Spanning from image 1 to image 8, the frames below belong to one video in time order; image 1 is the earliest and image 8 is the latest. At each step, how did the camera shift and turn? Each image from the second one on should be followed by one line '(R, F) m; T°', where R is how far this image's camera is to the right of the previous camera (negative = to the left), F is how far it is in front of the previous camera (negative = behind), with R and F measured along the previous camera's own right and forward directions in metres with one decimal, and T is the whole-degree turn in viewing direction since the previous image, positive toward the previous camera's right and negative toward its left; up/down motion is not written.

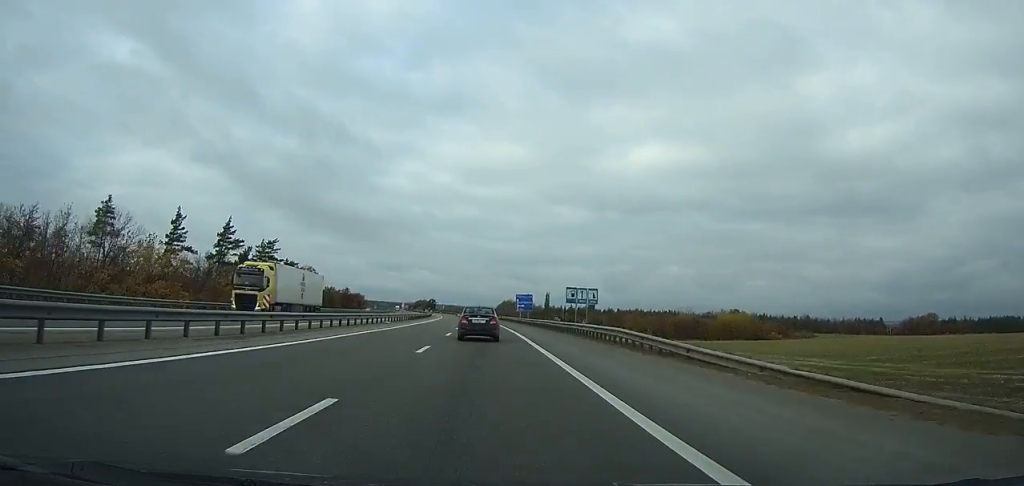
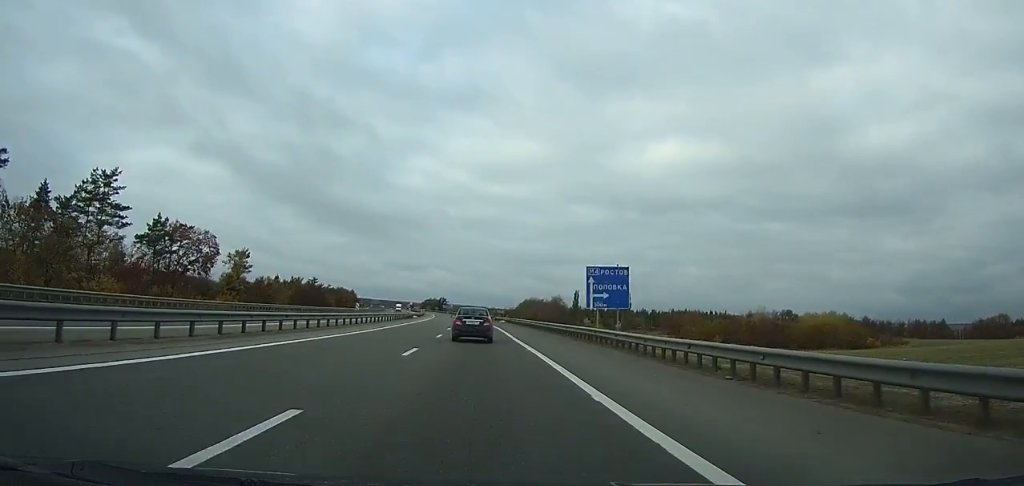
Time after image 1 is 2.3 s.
(-0.5, +61.5) m; -2°
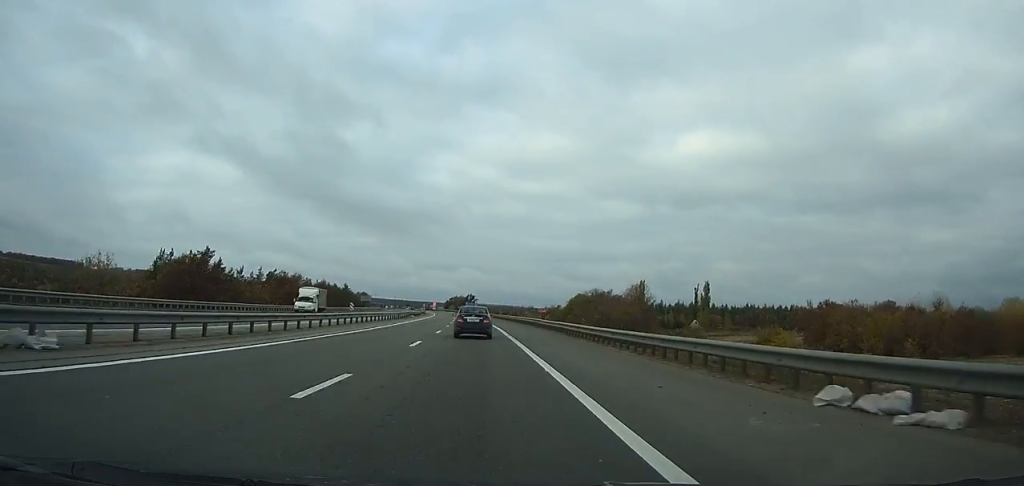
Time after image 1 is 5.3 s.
(-1.7, +81.6) m; -3°
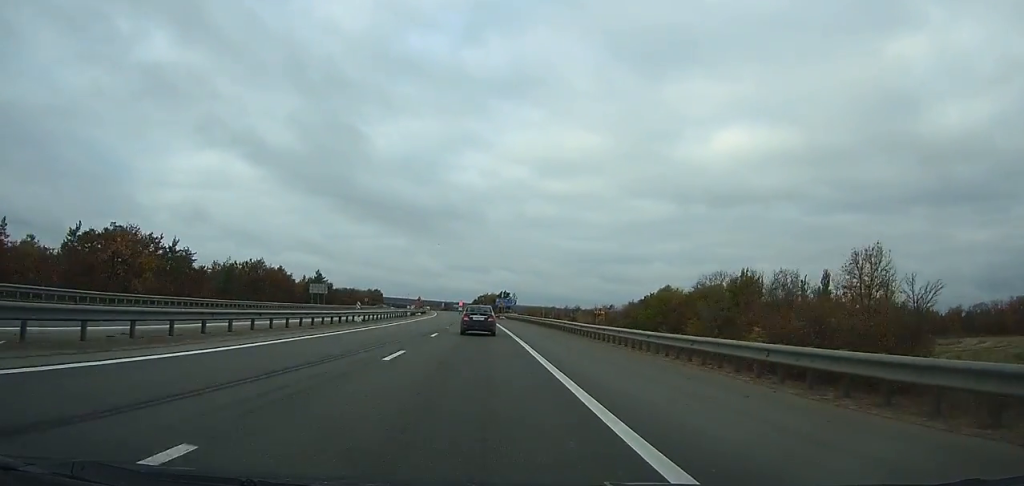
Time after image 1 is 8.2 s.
(-2.2, +80.0) m; -3°
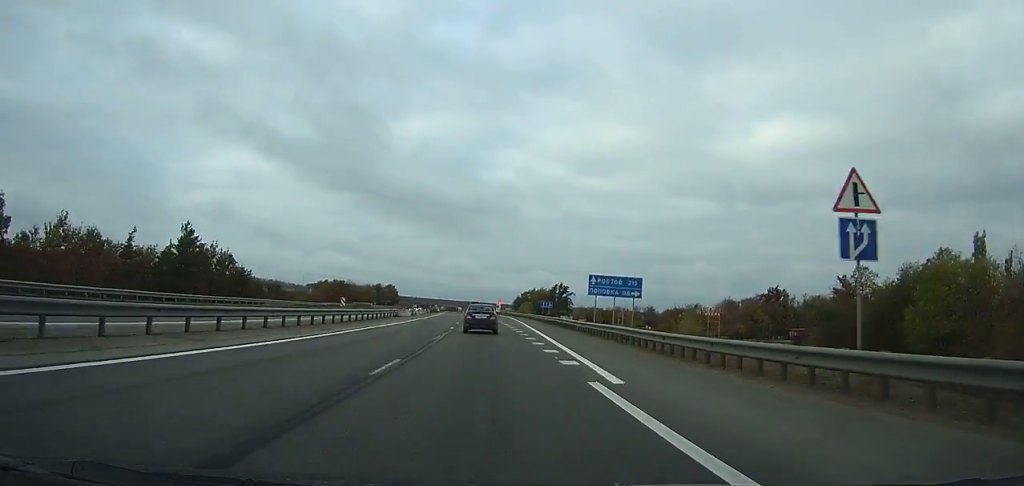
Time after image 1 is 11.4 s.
(-3.1, +91.0) m; -4°
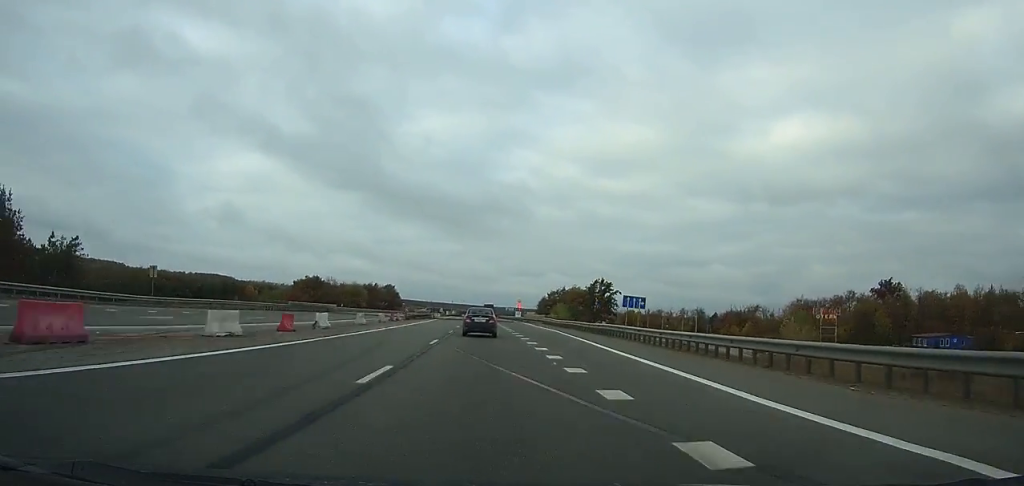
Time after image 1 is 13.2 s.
(-0.7, +50.9) m; -2°
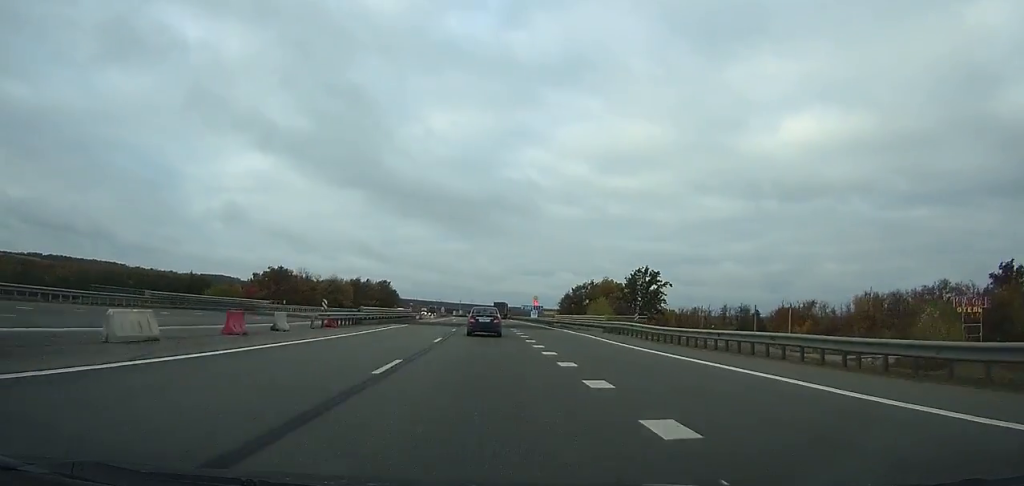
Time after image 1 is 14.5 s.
(-0.8, +36.0) m; -1°
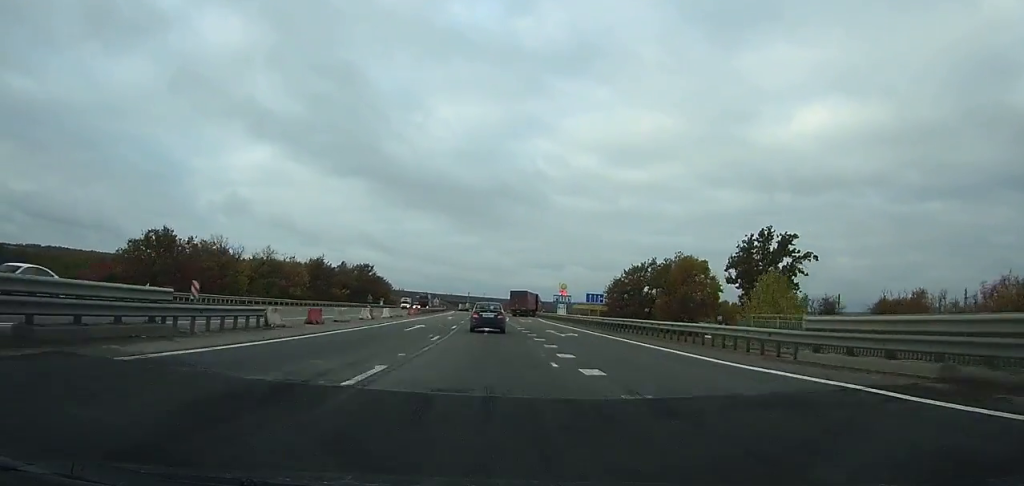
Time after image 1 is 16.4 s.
(-0.7, +52.4) m; -2°
